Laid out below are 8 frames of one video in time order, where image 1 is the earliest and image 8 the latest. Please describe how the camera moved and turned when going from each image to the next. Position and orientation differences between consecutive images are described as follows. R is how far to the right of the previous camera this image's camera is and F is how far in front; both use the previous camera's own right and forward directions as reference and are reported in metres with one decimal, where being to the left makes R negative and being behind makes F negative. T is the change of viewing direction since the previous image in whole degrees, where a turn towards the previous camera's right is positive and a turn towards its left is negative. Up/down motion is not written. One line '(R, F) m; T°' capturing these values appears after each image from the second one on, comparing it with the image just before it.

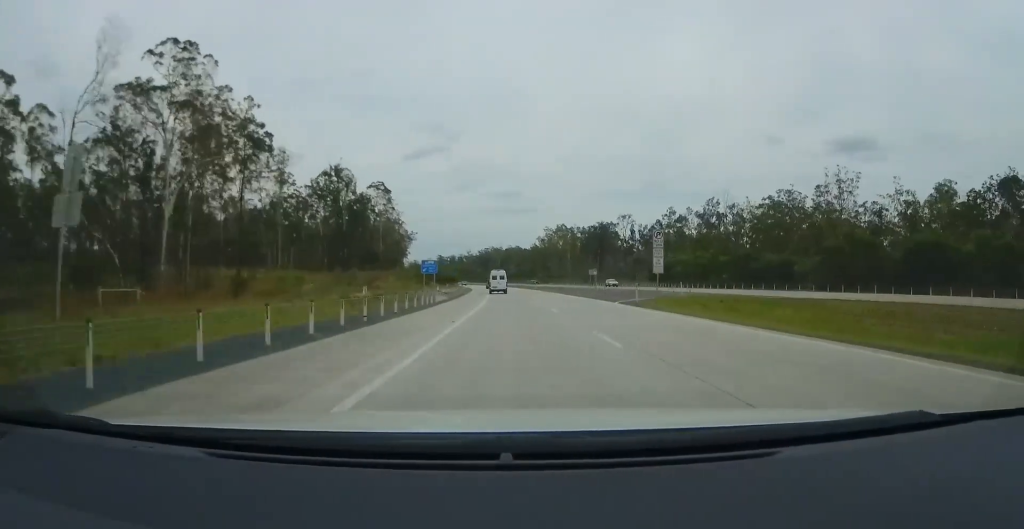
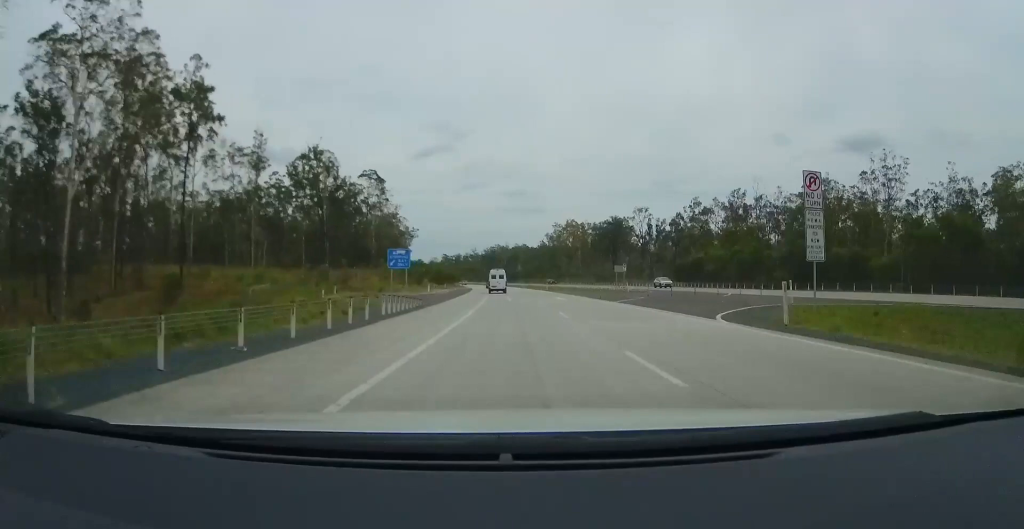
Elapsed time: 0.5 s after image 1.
(-0.2, +16.1) m; -1°
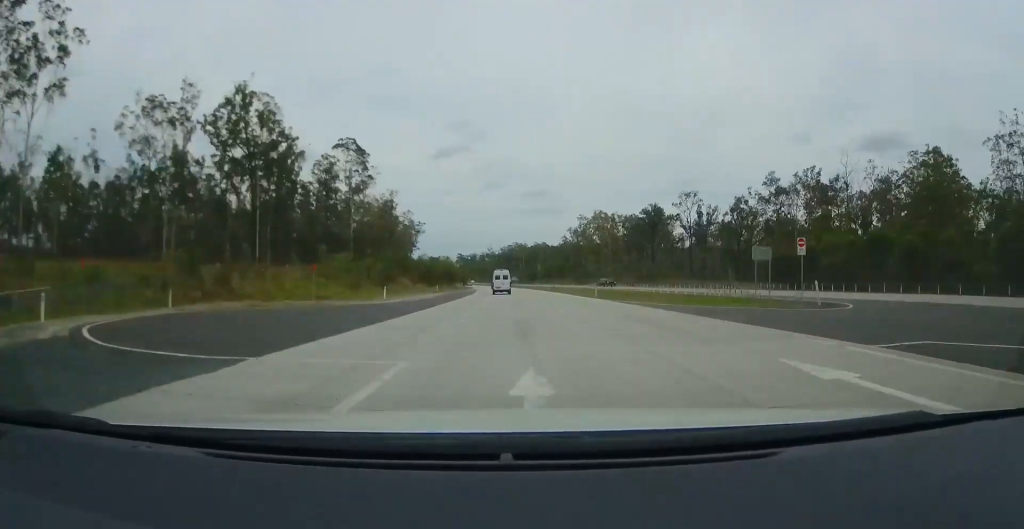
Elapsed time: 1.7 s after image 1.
(-0.4, +35.6) m; -2°
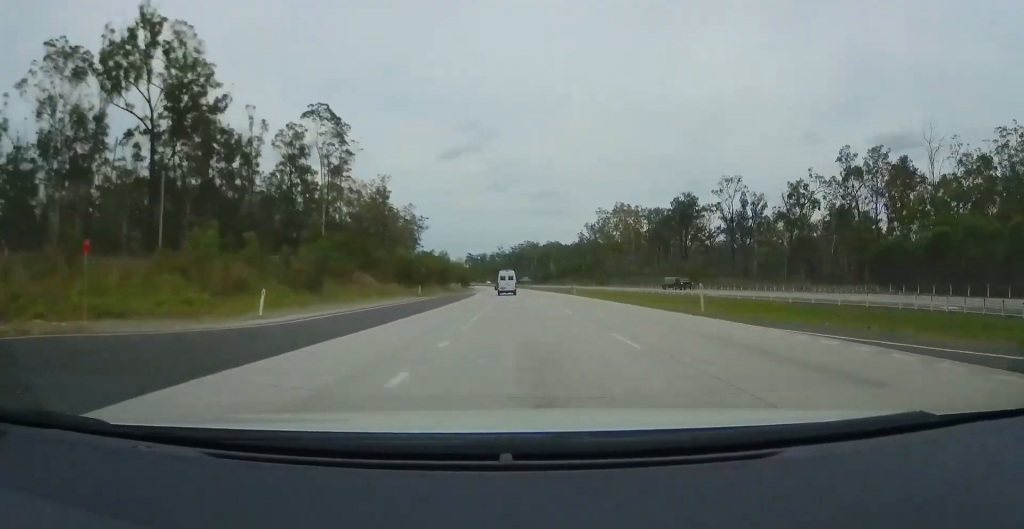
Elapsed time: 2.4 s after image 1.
(-0.2, +23.0) m; -2°
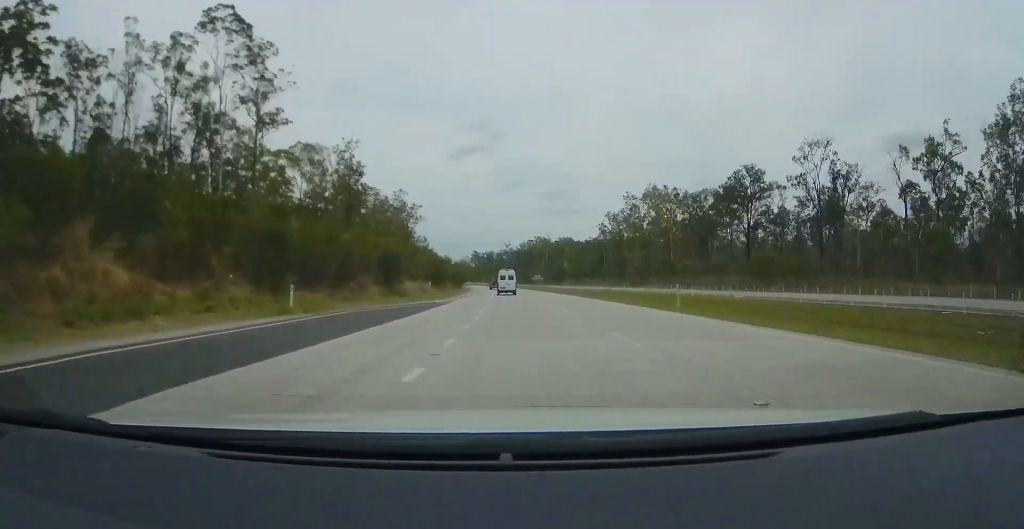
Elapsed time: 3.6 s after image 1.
(-0.9, +36.0) m; -2°
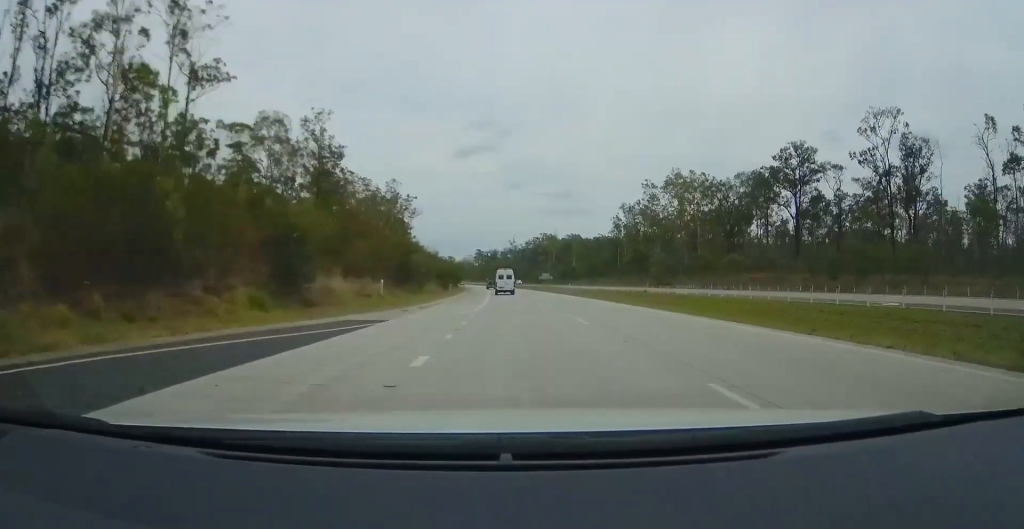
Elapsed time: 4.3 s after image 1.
(-0.1, +19.1) m; 0°
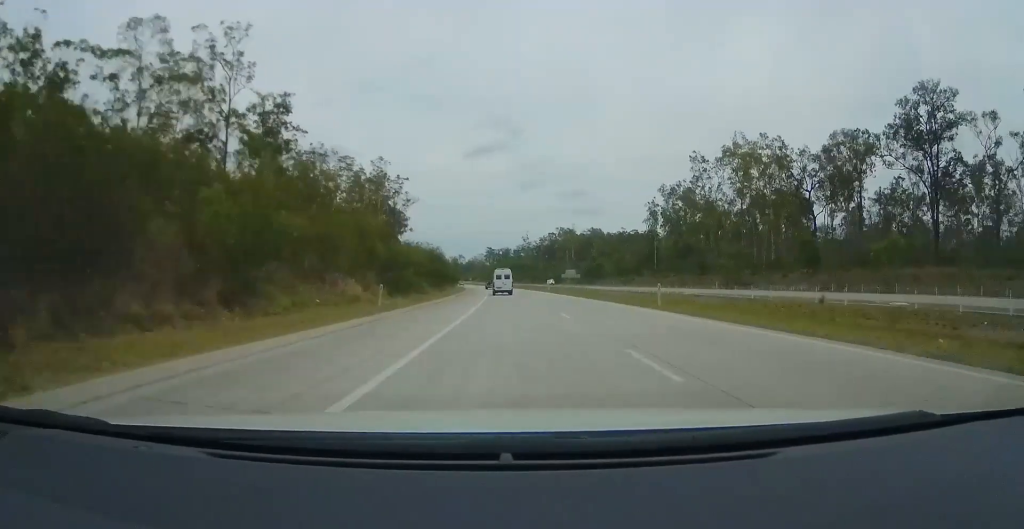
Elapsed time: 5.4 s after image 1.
(-0.2, +32.4) m; 0°
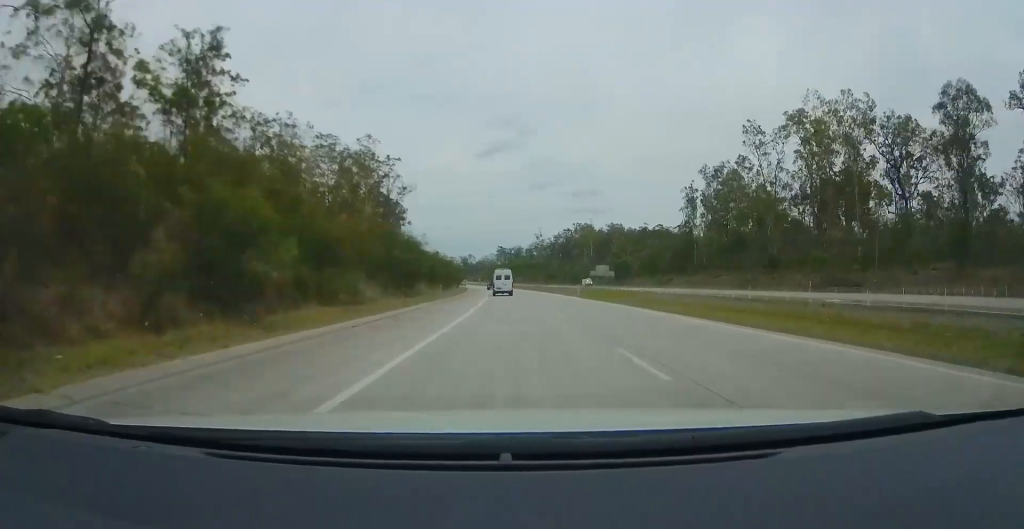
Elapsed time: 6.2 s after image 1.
(+0.4, +24.0) m; -1°
